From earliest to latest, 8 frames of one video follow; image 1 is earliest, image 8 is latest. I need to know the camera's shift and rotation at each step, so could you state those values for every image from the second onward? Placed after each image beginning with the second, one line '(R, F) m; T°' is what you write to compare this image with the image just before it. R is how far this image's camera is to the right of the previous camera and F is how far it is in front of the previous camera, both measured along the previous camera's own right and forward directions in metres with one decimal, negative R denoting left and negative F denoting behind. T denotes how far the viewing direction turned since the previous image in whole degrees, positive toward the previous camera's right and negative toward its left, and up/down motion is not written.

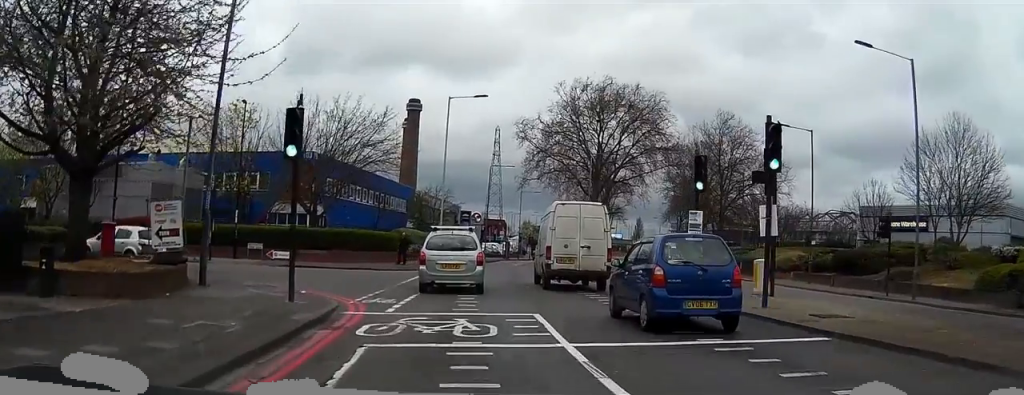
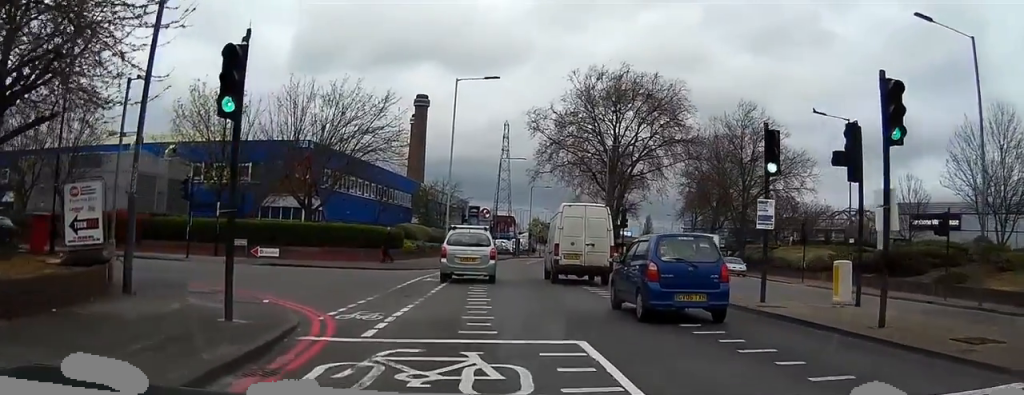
(0.0, +4.6) m; -1°
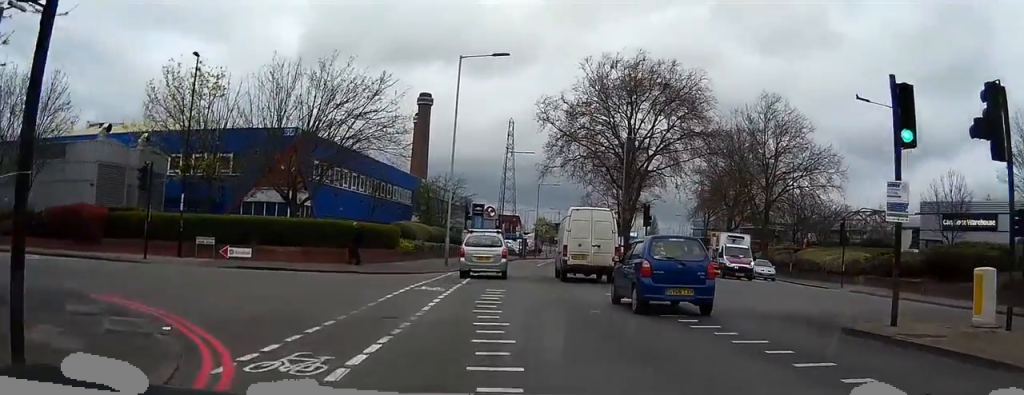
(-0.1, +5.6) m; +1°
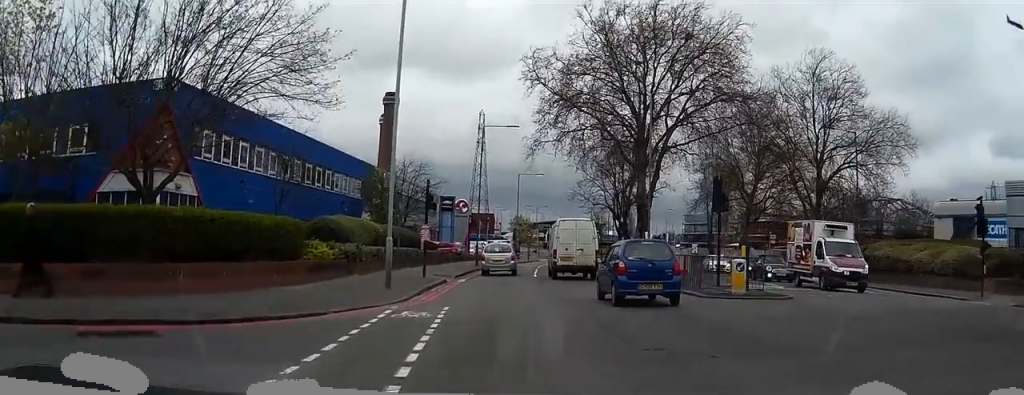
(+1.0, +17.6) m; +6°
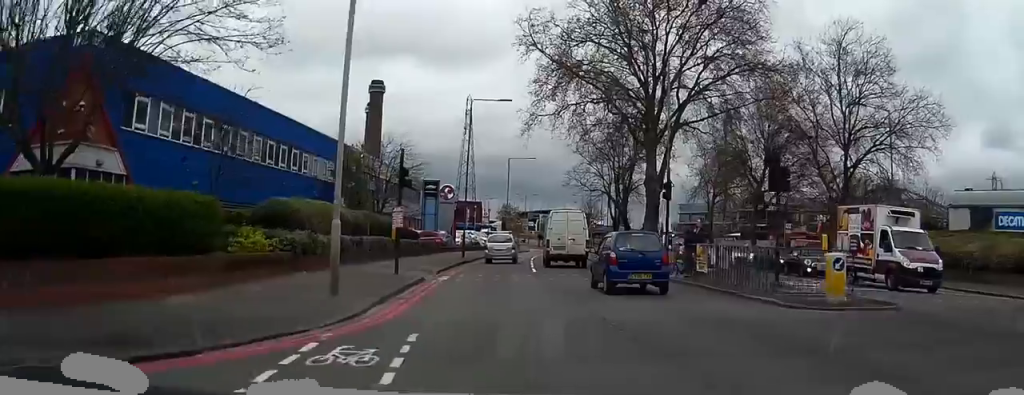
(+0.1, +6.6) m; +1°
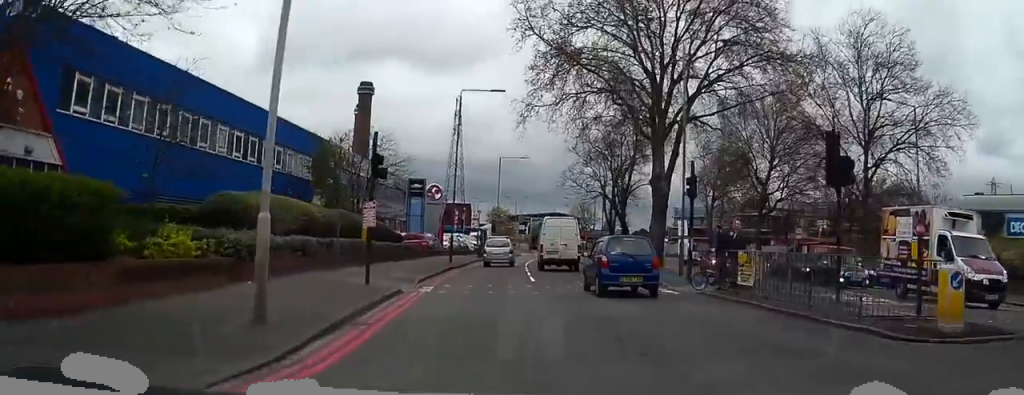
(0.0, +4.6) m; 0°
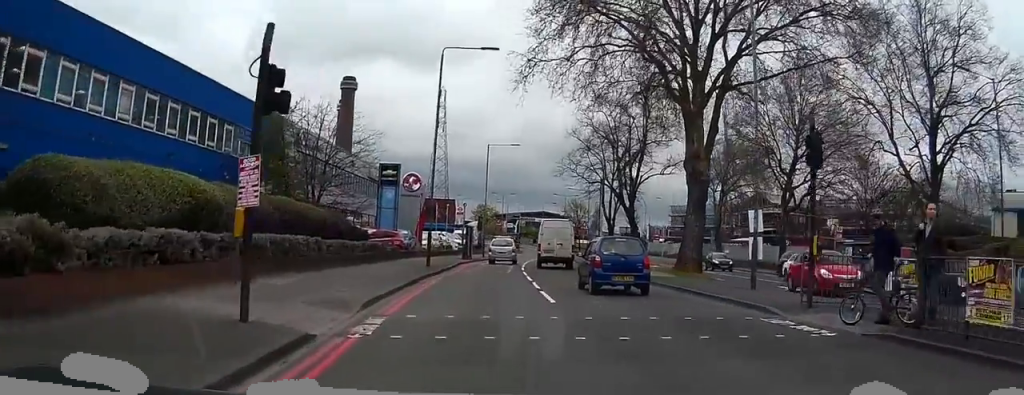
(0.0, +9.8) m; 0°
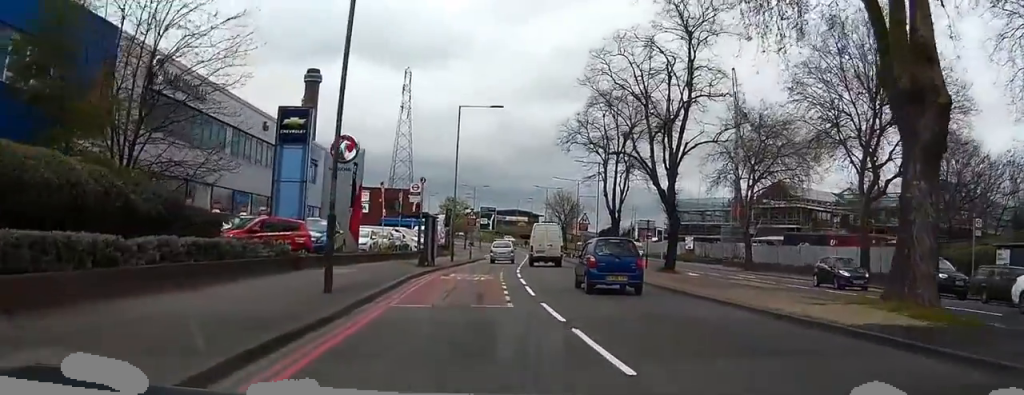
(0.0, +19.2) m; 0°
